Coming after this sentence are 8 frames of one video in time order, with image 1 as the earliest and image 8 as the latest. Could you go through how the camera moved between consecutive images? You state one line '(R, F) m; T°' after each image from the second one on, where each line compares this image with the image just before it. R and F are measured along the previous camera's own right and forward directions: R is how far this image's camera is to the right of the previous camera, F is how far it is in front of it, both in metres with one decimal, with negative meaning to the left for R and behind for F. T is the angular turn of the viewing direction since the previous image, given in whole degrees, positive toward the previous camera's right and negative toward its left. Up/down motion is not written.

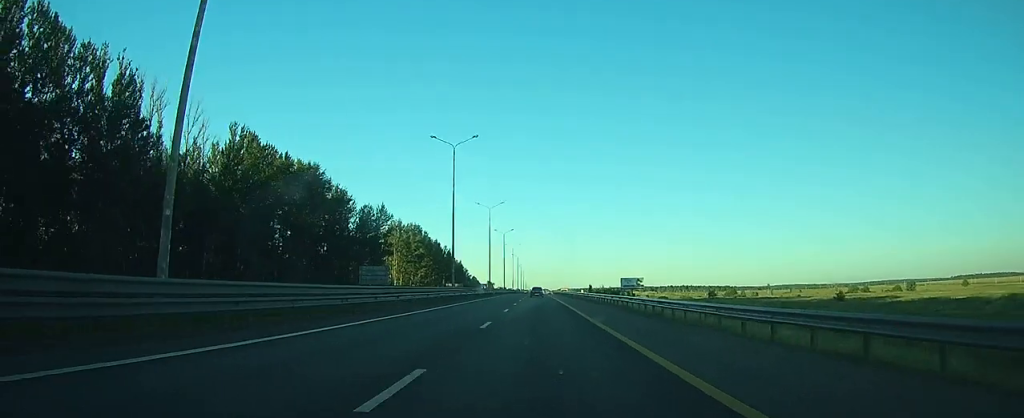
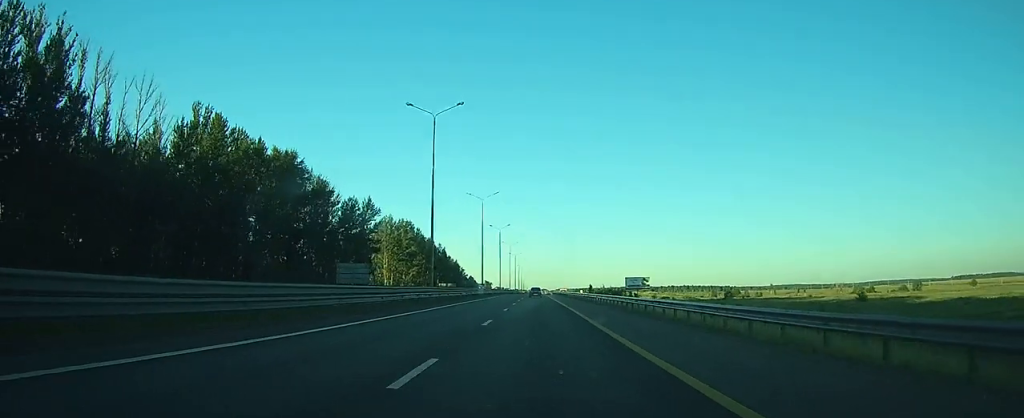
(0.0, +10.9) m; 0°
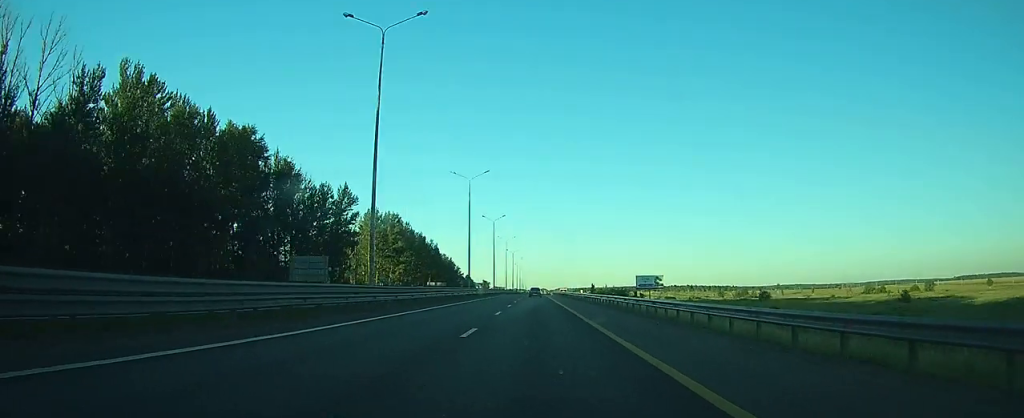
(+0.1, +17.0) m; 0°
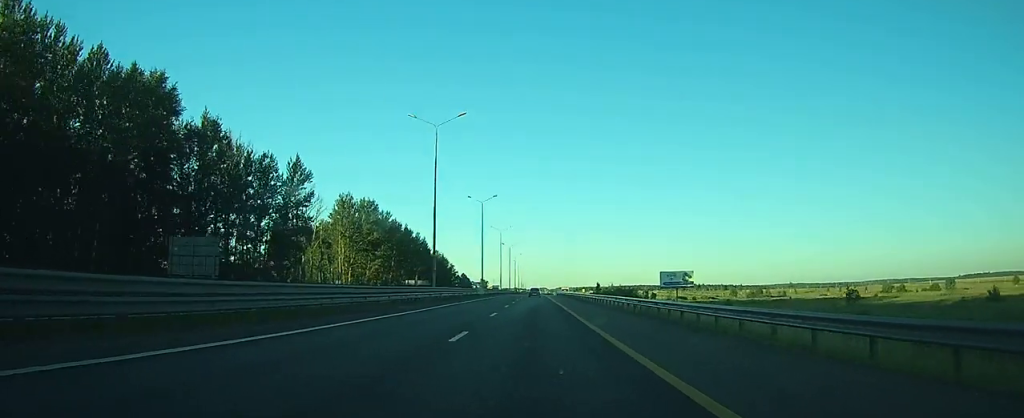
(0.0, +25.6) m; 0°
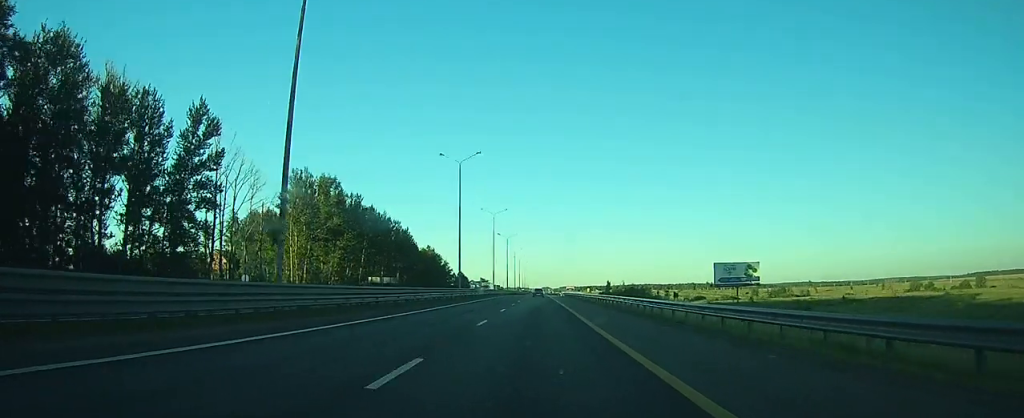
(-0.1, +31.1) m; 0°
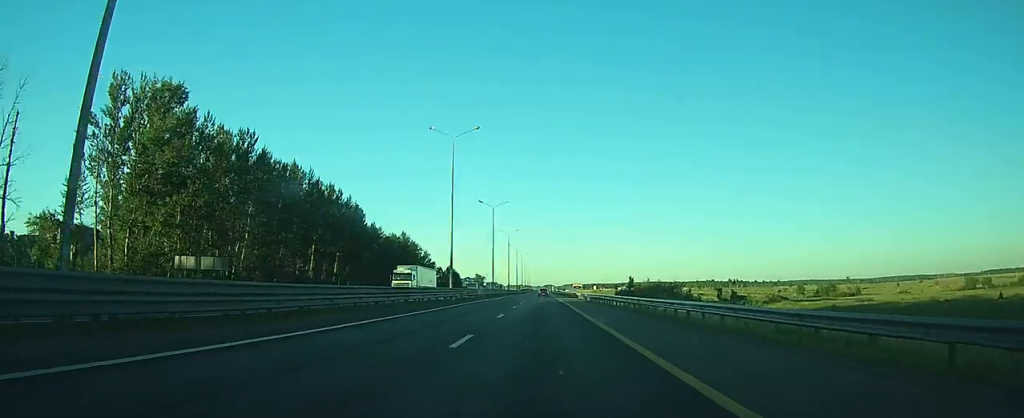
(-0.3, +56.3) m; -1°
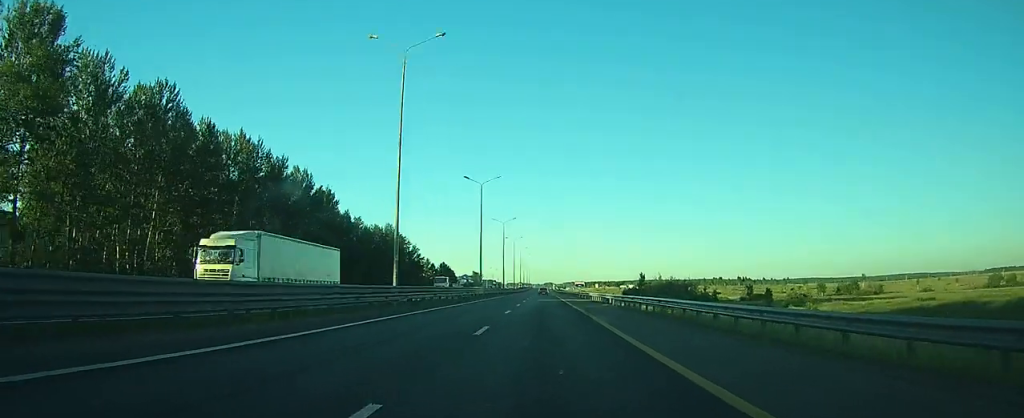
(0.0, +21.3) m; 0°
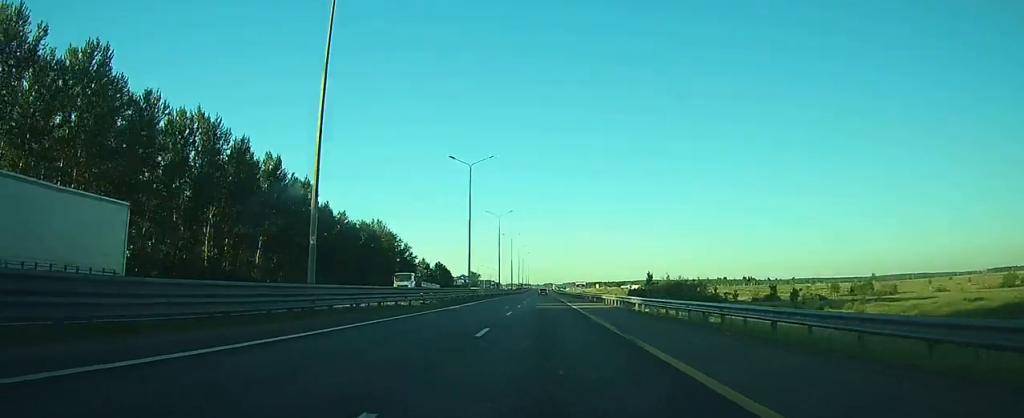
(-0.1, +12.6) m; 0°
